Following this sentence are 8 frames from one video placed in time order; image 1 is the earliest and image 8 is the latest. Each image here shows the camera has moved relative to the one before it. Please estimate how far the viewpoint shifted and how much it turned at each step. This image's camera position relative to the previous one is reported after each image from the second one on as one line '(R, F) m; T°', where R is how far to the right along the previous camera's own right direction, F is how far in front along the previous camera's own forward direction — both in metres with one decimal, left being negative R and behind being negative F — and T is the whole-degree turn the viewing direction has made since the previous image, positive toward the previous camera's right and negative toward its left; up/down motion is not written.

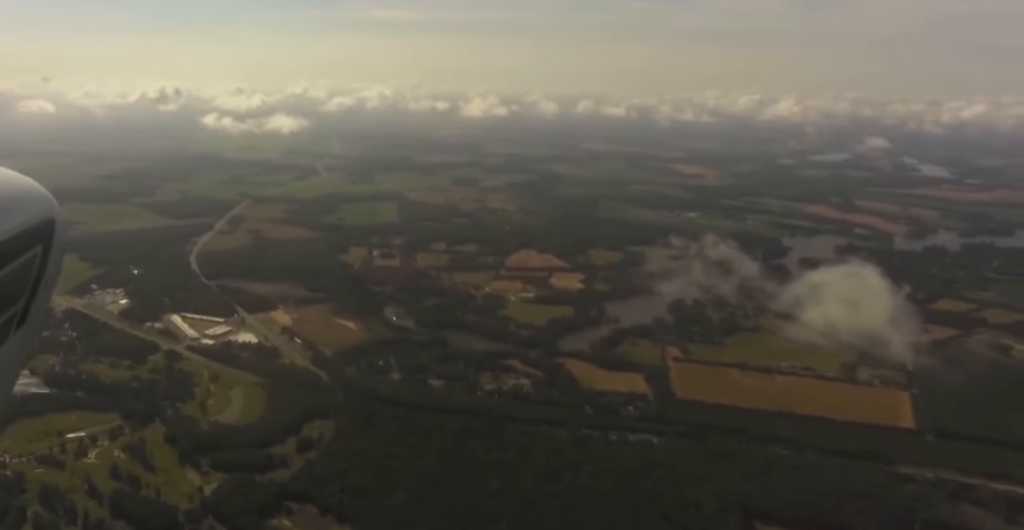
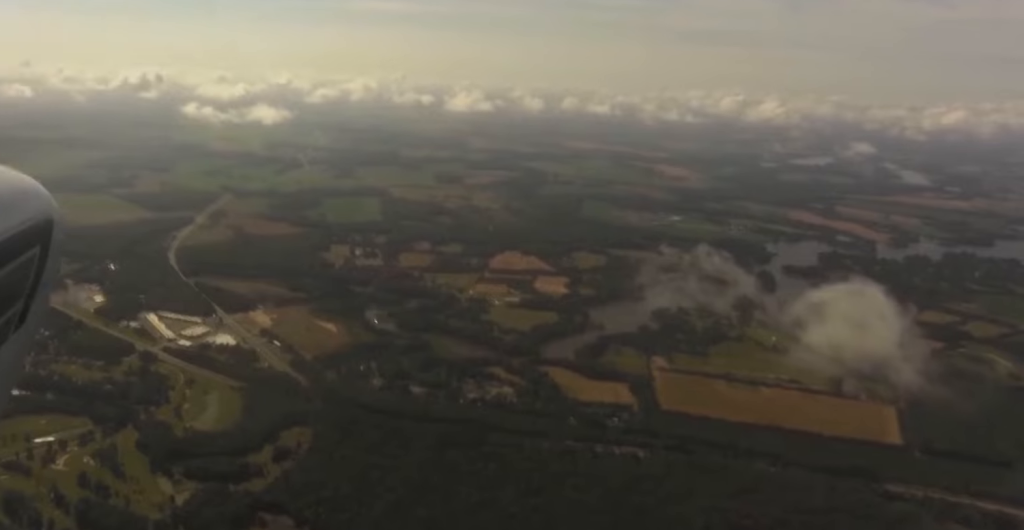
(-0.8, +60.2) m; -1°
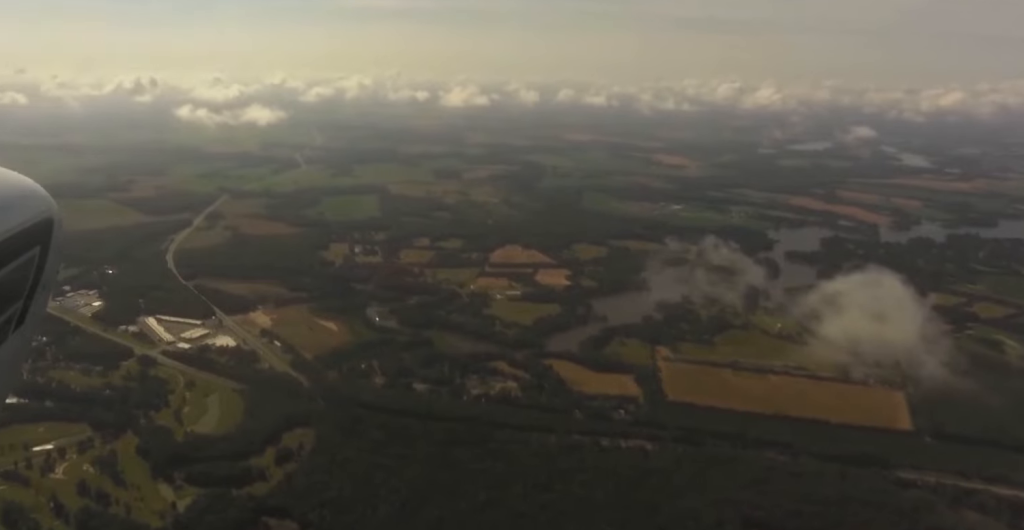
(-1.1, +31.5) m; +2°
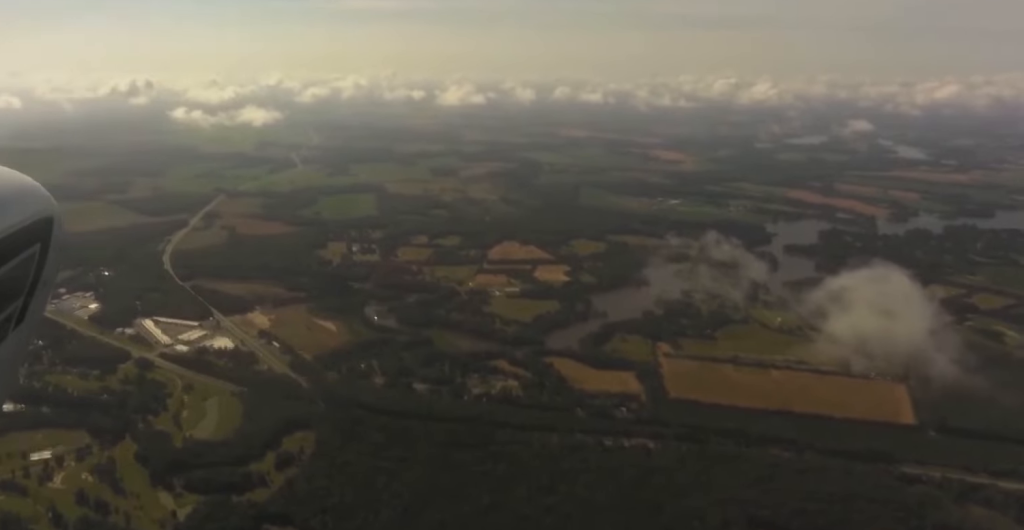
(+0.7, +18.6) m; +1°
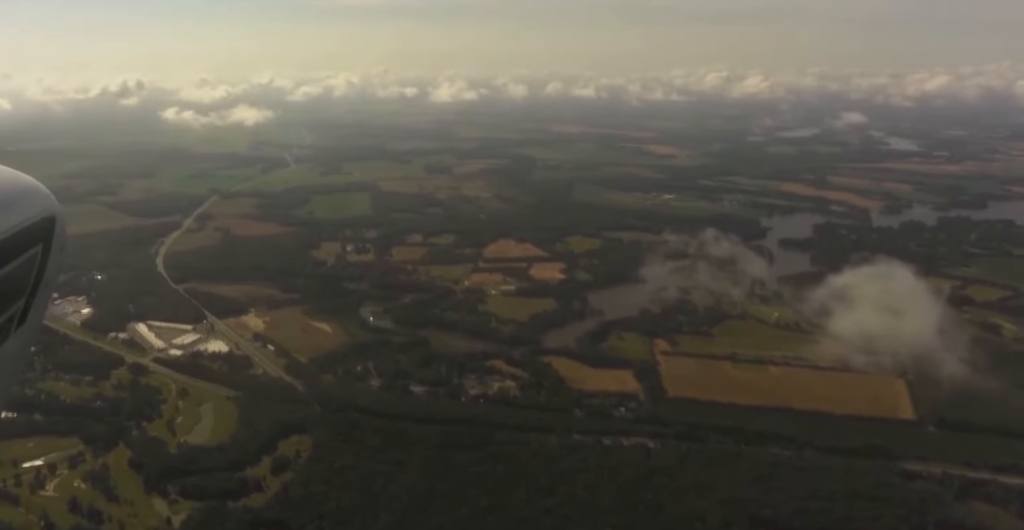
(+1.1, +21.9) m; +1°
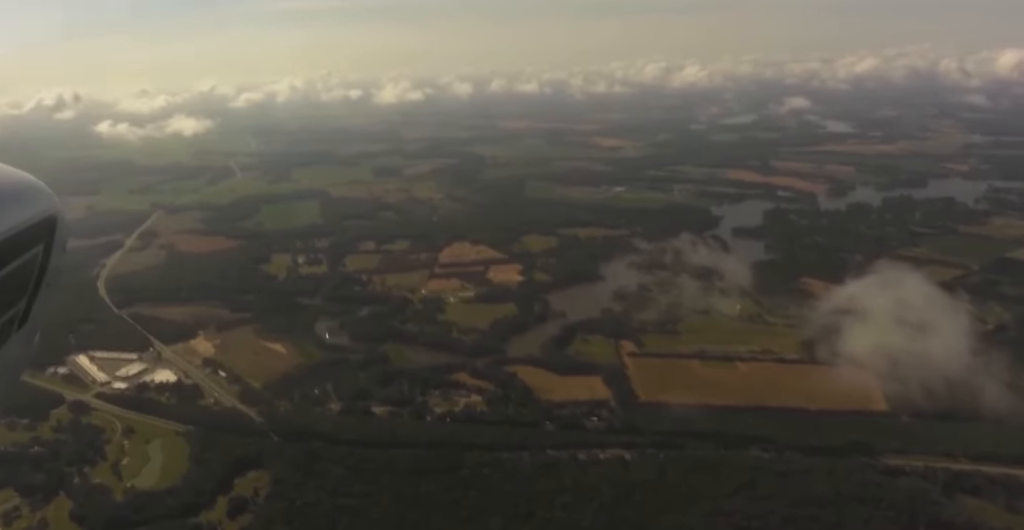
(+5.1, +123.7) m; +3°
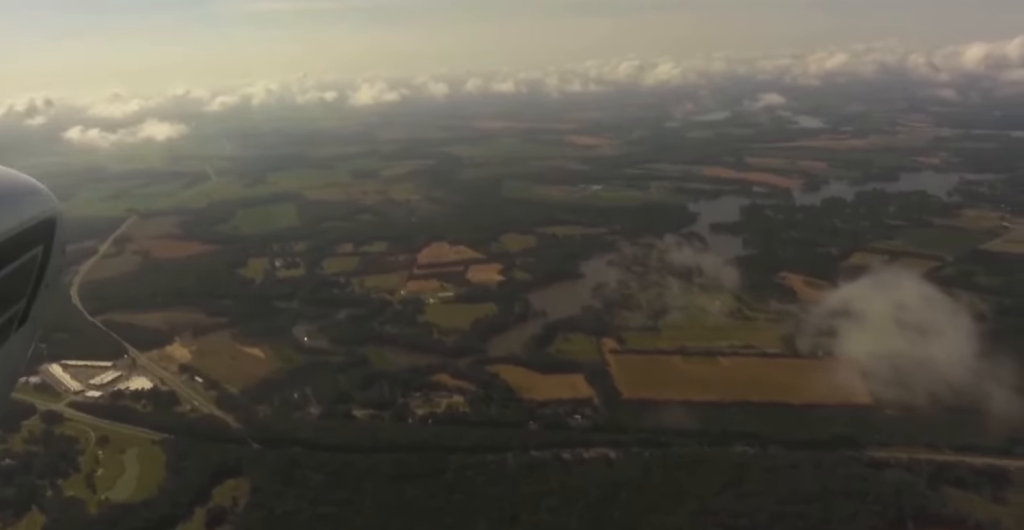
(-0.5, +39.6) m; -1°
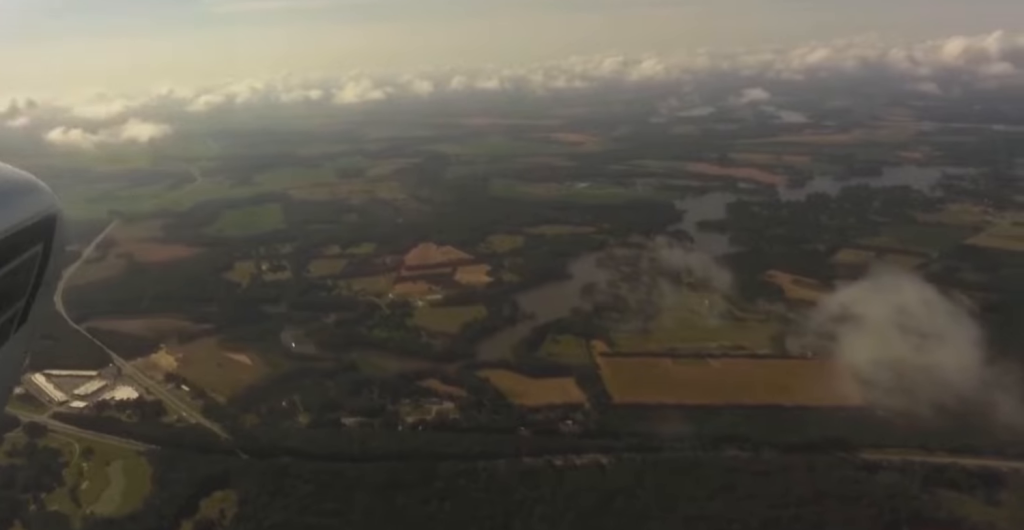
(-0.2, +25.1) m; 0°
